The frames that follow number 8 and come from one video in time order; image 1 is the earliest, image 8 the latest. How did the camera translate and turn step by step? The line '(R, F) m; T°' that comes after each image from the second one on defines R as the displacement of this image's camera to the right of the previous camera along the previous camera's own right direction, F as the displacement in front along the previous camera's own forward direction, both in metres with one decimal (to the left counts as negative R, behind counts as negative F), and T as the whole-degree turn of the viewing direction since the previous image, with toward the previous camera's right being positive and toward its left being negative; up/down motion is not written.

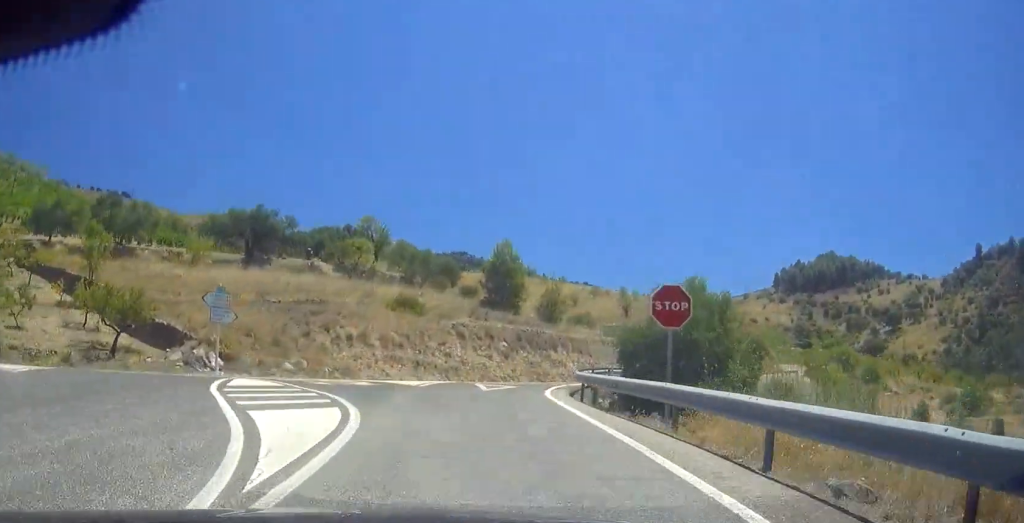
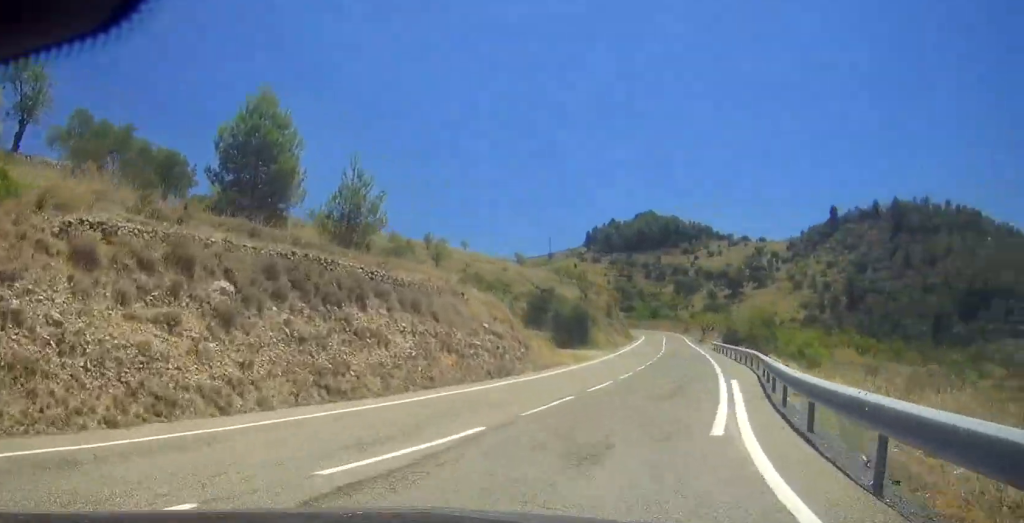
(+2.8, +44.9) m; +8°
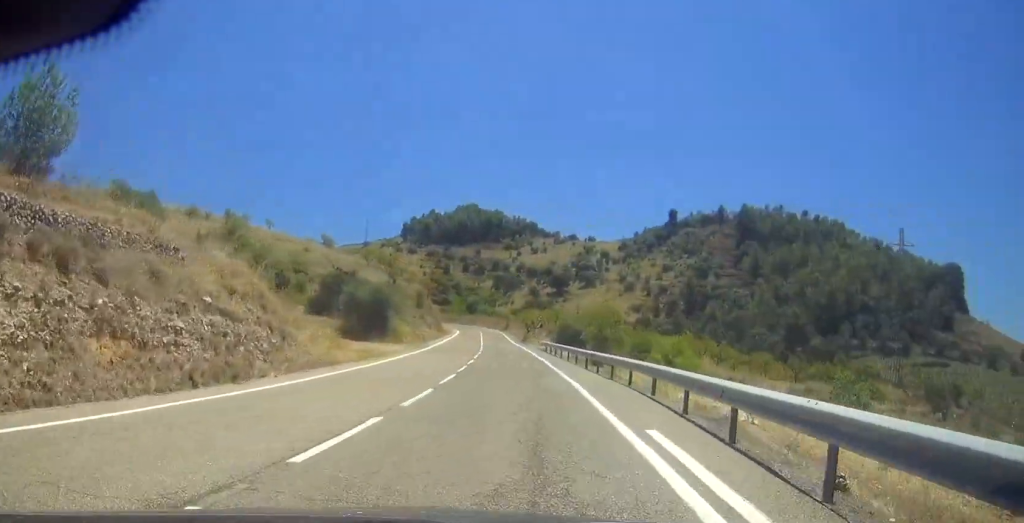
(+0.4, +17.7) m; +2°
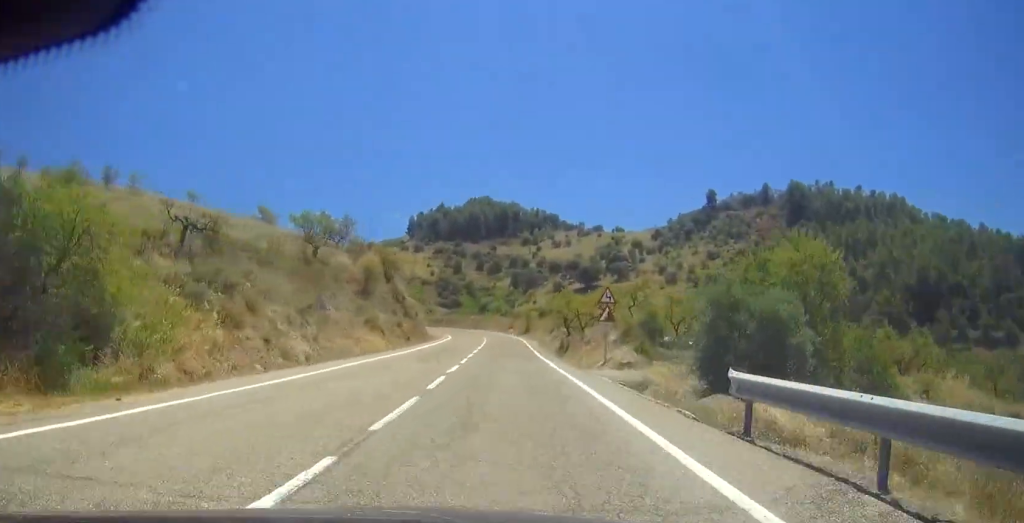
(+2.2, +49.2) m; +3°
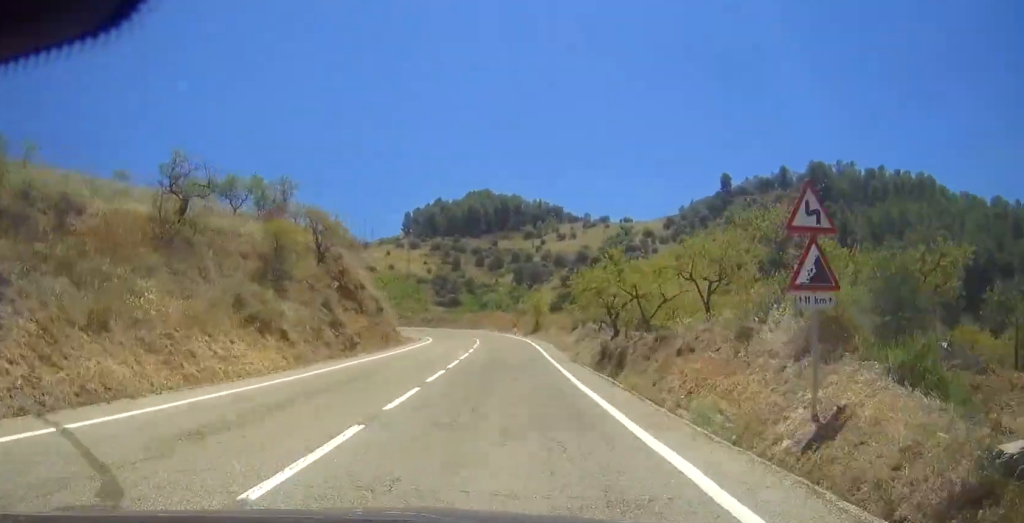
(+0.4, +19.9) m; -1°
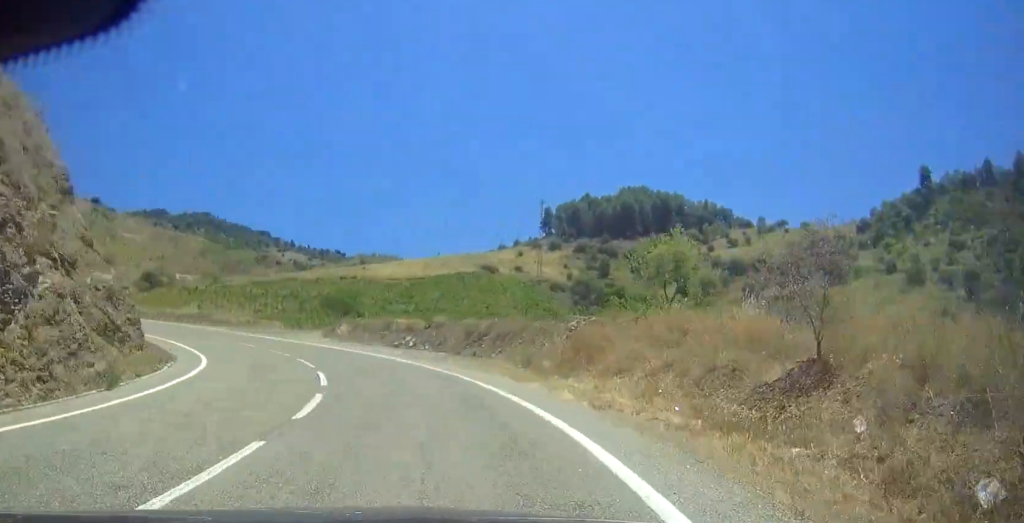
(-10.4, +67.9) m; -30°
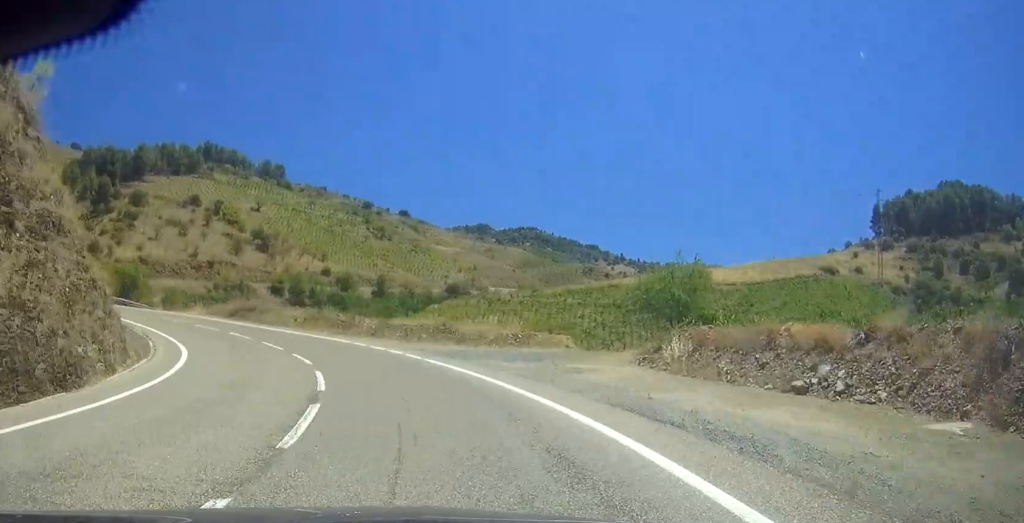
(+1.2, +28.5) m; -20°
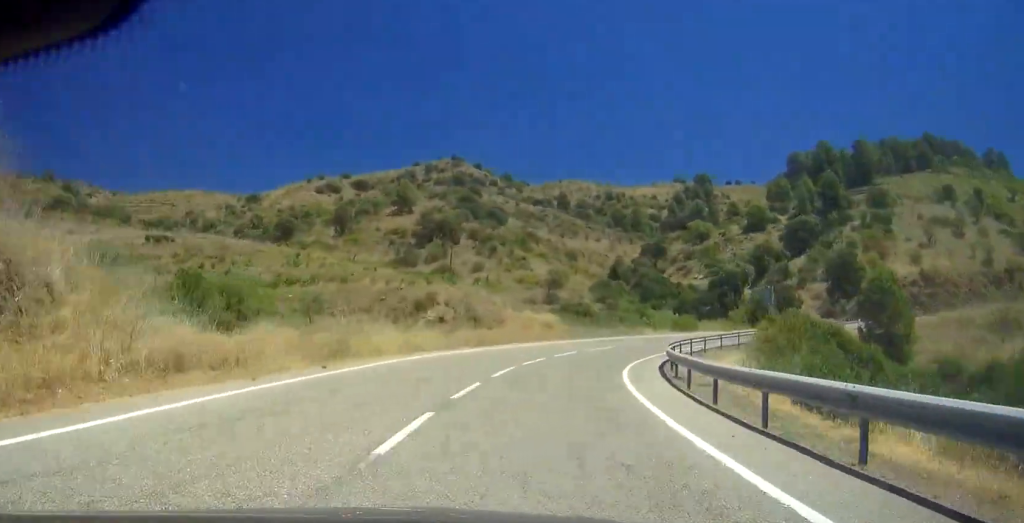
(-26.4, +75.9) m; -13°
